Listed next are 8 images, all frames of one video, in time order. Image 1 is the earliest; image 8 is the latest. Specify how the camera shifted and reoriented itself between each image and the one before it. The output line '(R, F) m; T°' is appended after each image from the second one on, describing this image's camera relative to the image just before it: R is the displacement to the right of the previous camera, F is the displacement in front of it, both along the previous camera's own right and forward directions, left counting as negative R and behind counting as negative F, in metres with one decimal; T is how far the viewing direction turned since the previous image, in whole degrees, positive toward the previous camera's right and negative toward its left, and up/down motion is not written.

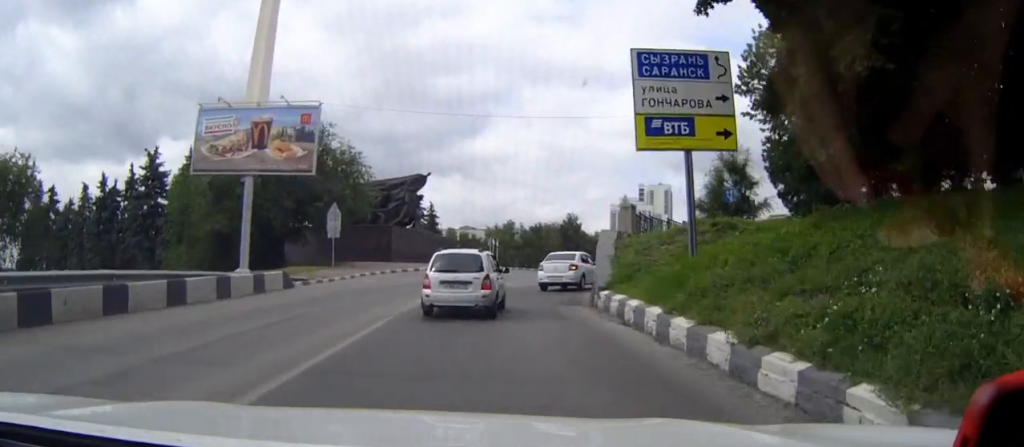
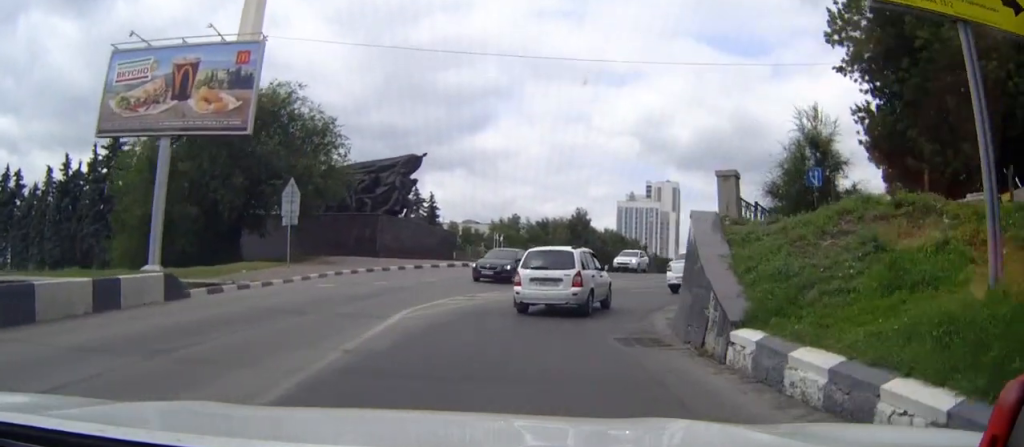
(0.0, +10.2) m; +1°
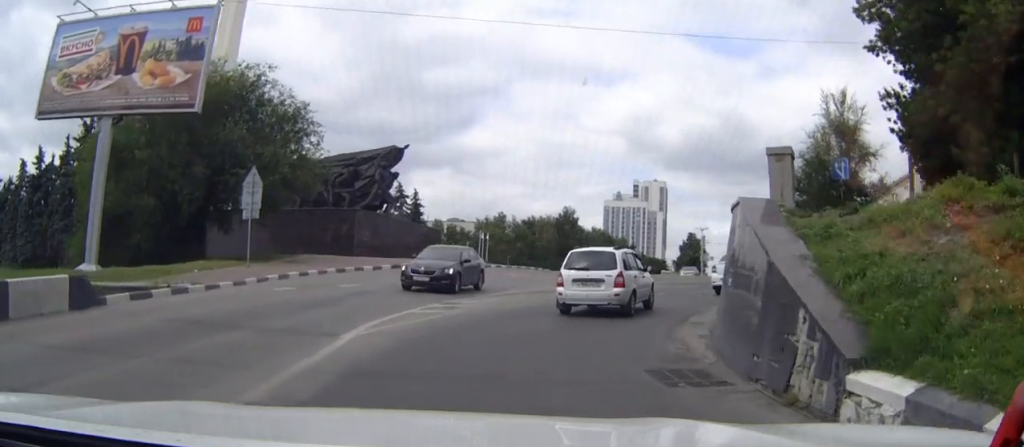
(-0.1, +3.5) m; +1°
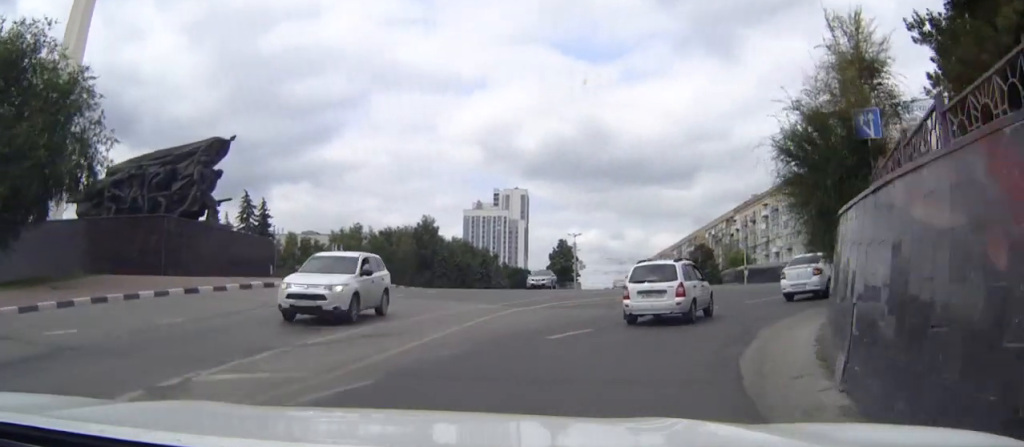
(+0.8, +10.8) m; +10°
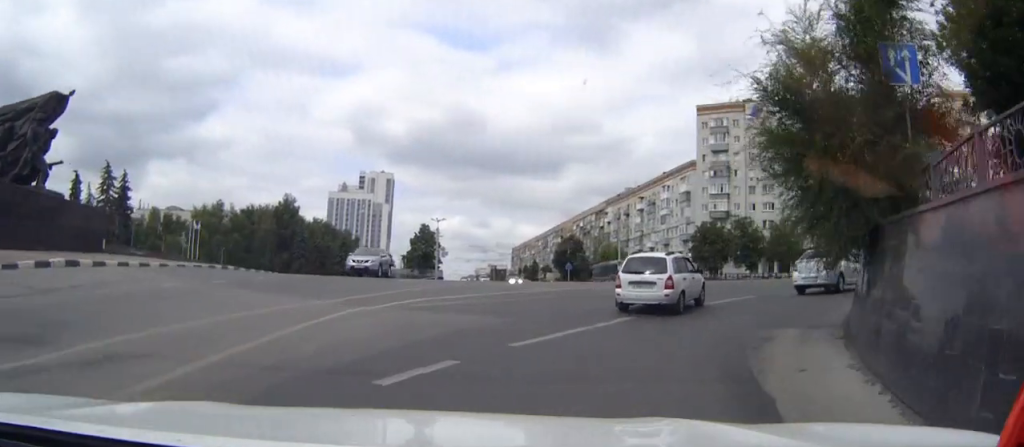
(+0.3, +6.4) m; +9°
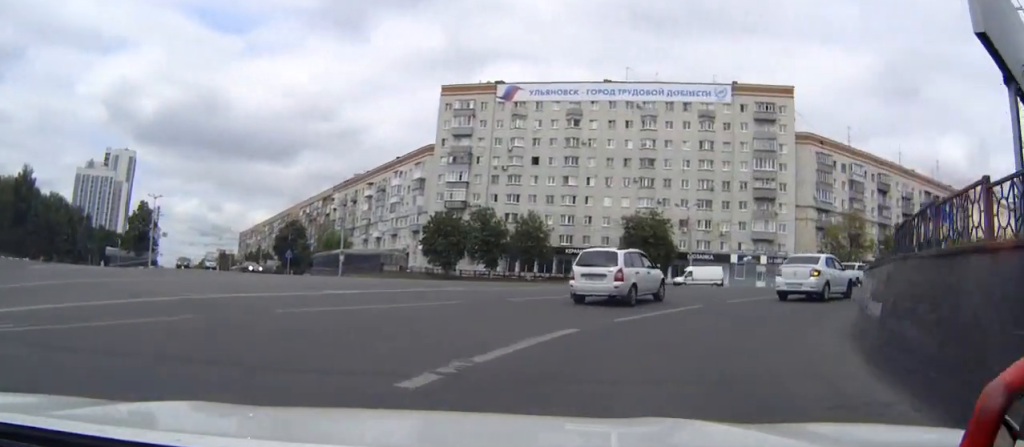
(+2.1, +11.1) m; +22°
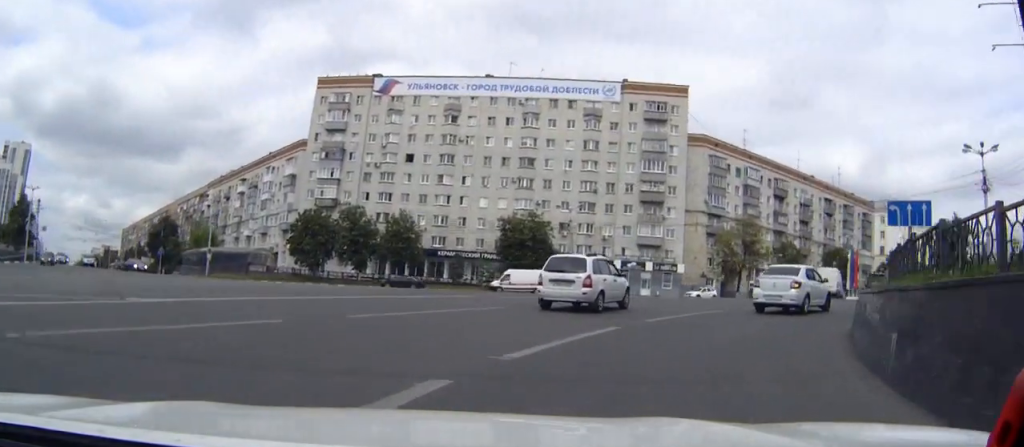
(+0.5, +5.0) m; +10°
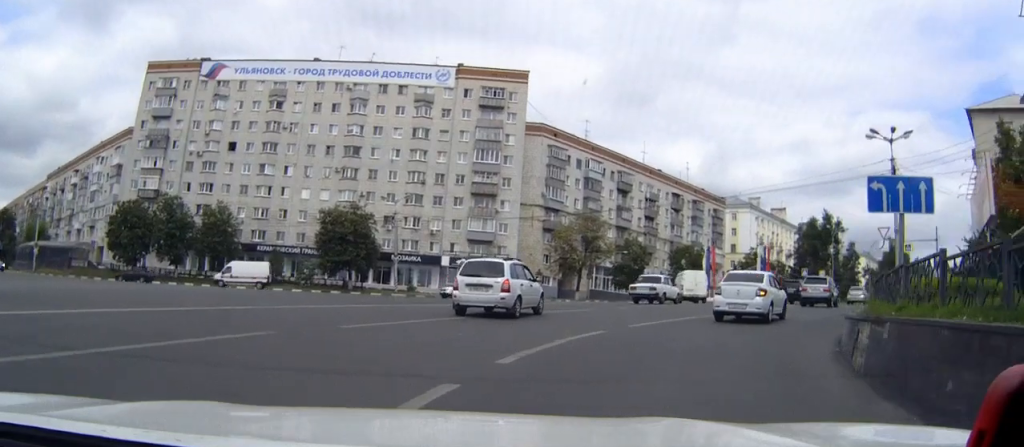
(+0.8, +7.1) m; +12°
